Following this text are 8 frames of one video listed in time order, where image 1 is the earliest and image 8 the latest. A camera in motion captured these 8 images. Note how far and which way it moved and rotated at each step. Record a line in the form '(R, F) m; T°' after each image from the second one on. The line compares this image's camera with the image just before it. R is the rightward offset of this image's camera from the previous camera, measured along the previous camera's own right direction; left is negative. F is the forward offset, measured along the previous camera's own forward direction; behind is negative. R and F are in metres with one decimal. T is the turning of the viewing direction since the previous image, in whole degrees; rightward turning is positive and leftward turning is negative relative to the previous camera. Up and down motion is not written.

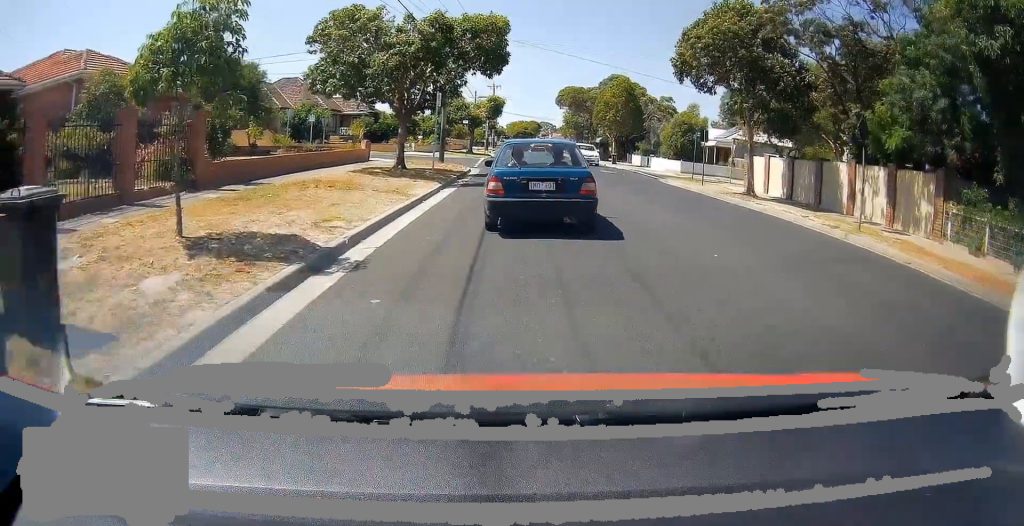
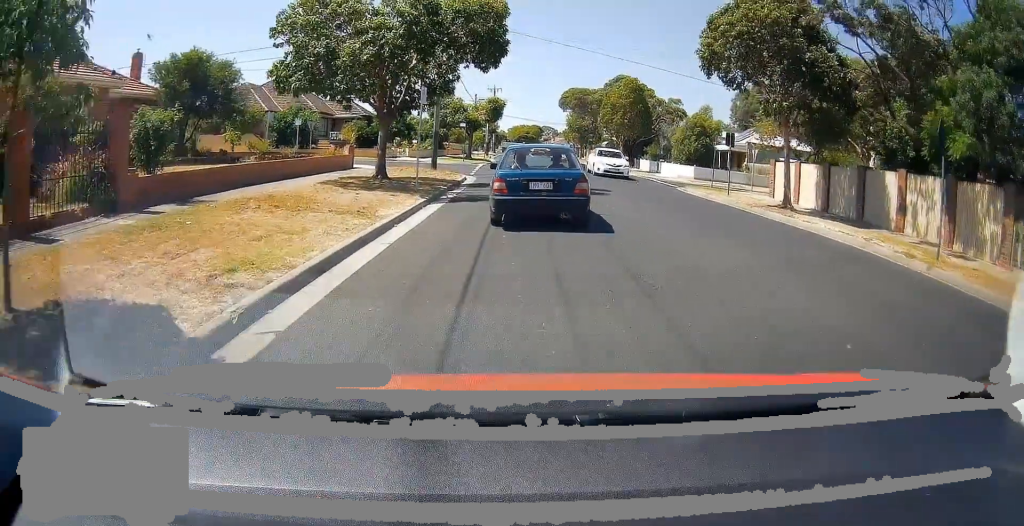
(0.0, +3.3) m; +1°
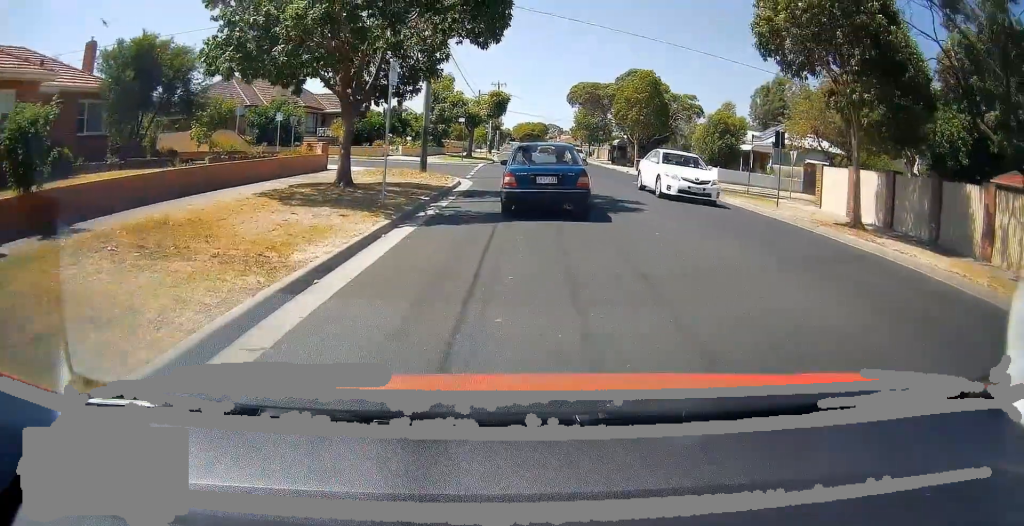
(0.0, +4.0) m; +1°
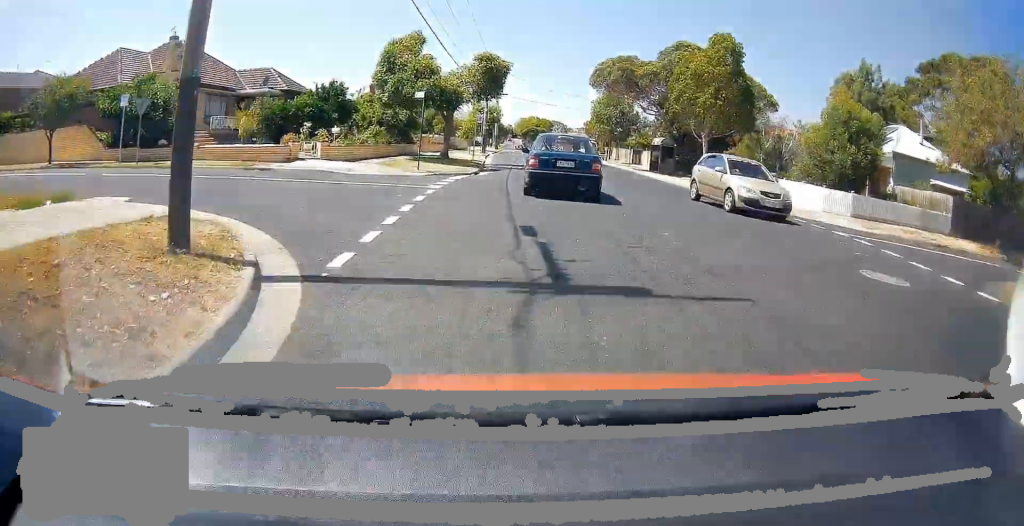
(-0.2, +15.1) m; -3°
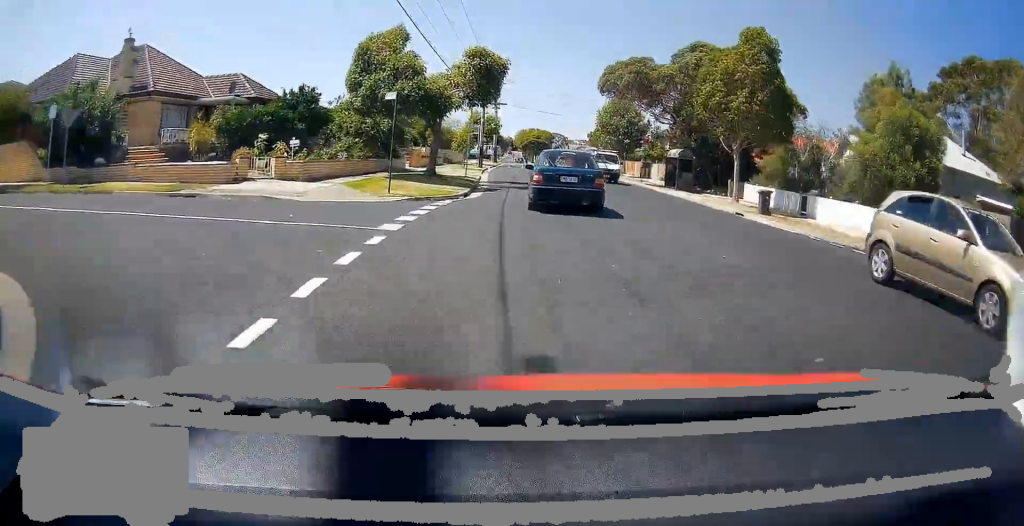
(0.0, +4.4) m; -1°
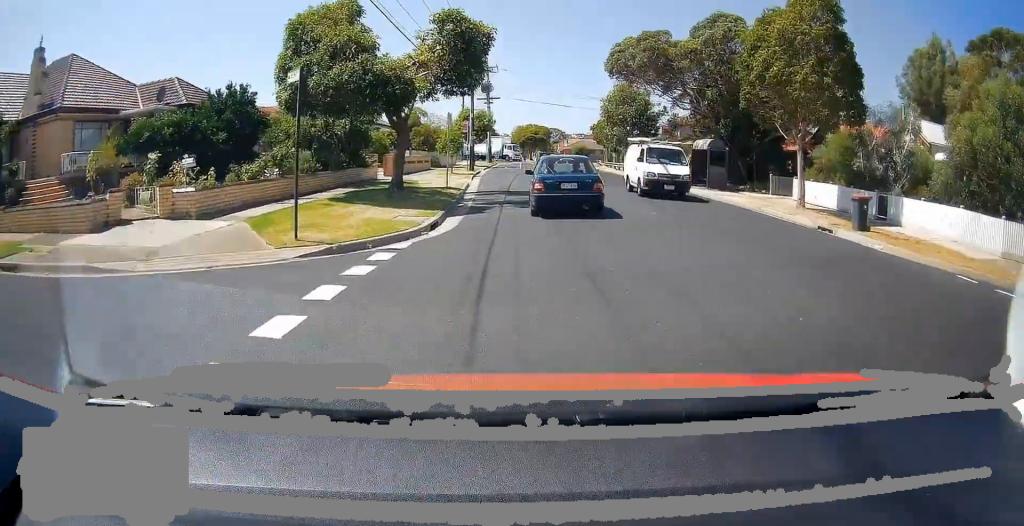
(0.0, +6.4) m; -1°
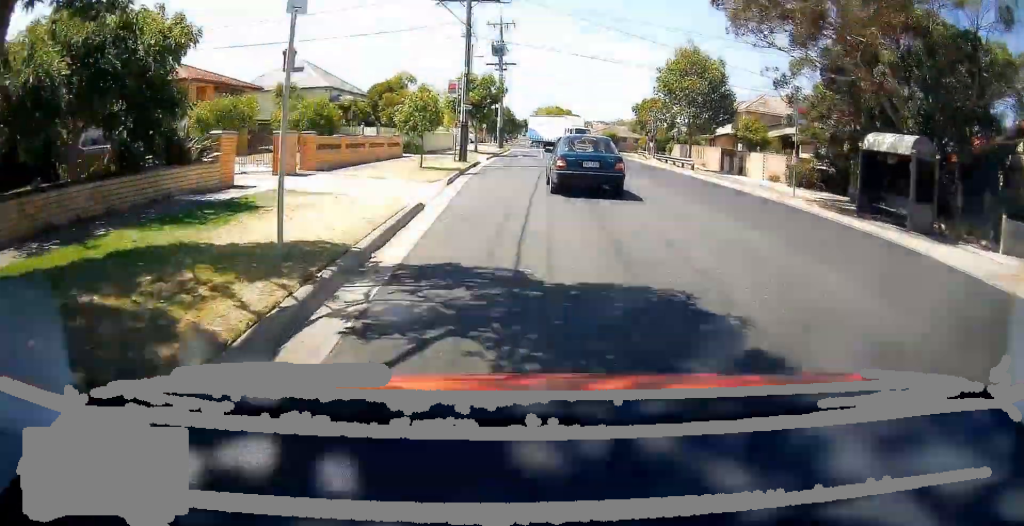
(-0.2, +16.0) m; -1°
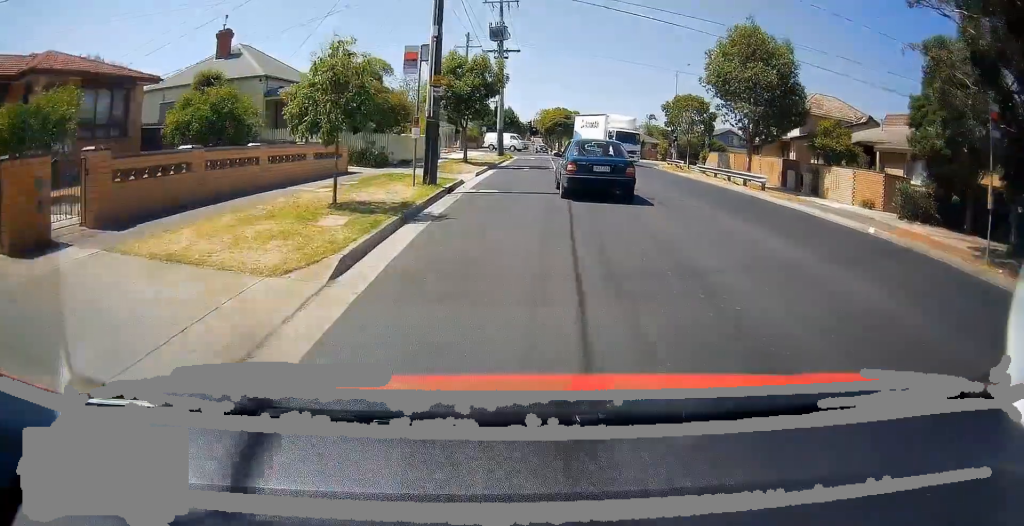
(0.0, +10.5) m; -1°
